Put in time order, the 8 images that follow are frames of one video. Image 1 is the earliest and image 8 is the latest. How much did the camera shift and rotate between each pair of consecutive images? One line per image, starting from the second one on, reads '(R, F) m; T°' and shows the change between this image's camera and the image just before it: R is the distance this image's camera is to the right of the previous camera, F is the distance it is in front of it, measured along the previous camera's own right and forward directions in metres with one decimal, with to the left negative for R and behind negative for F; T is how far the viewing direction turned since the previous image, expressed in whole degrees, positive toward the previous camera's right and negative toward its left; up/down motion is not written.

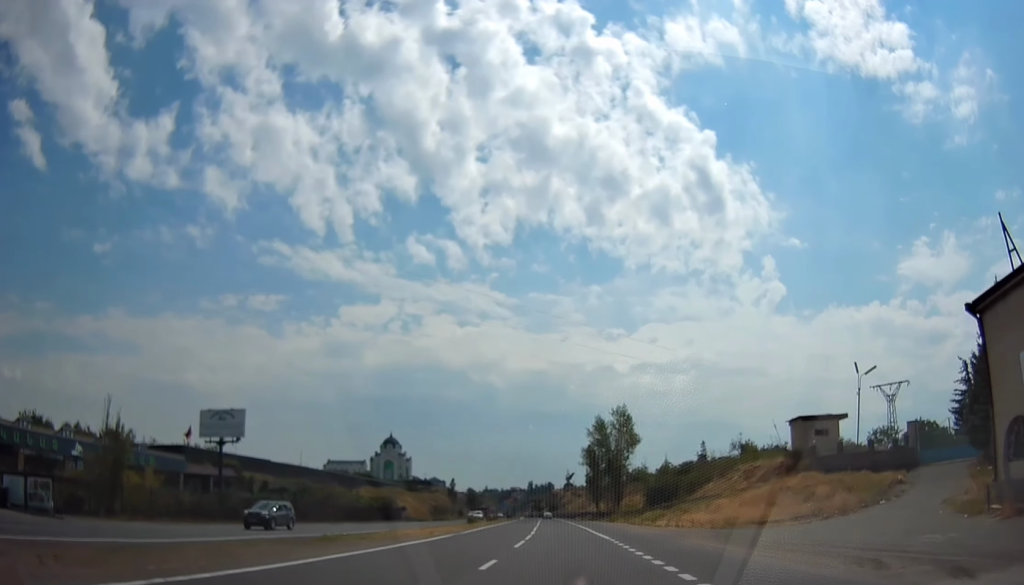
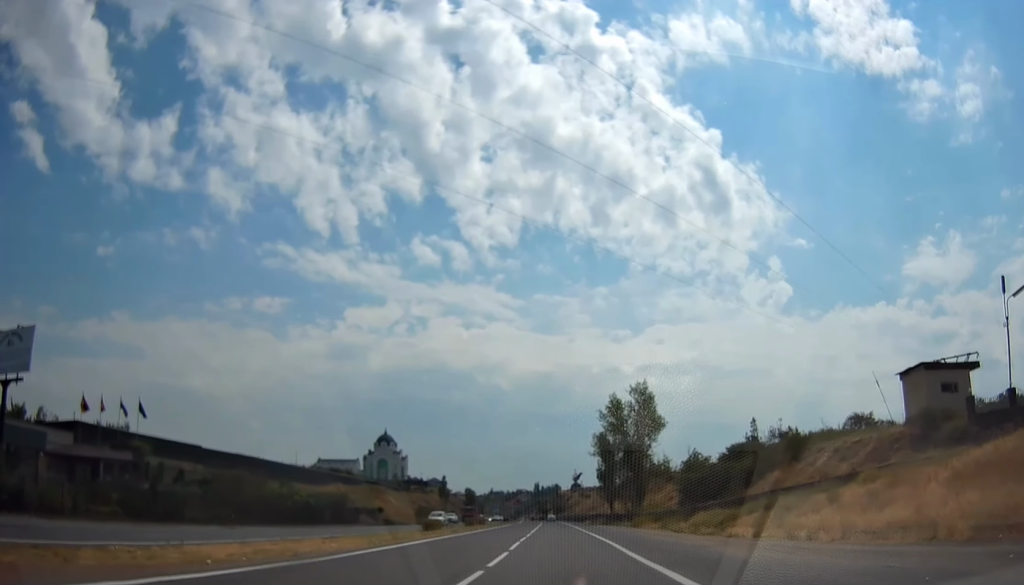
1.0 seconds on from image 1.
(-0.3, +23.6) m; 0°
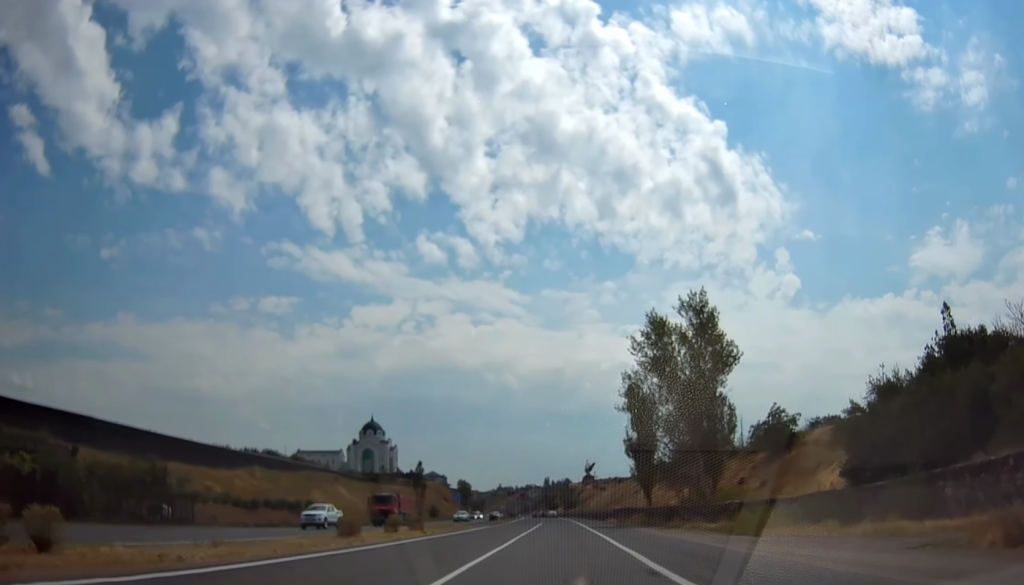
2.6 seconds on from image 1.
(+0.5, +38.7) m; 0°
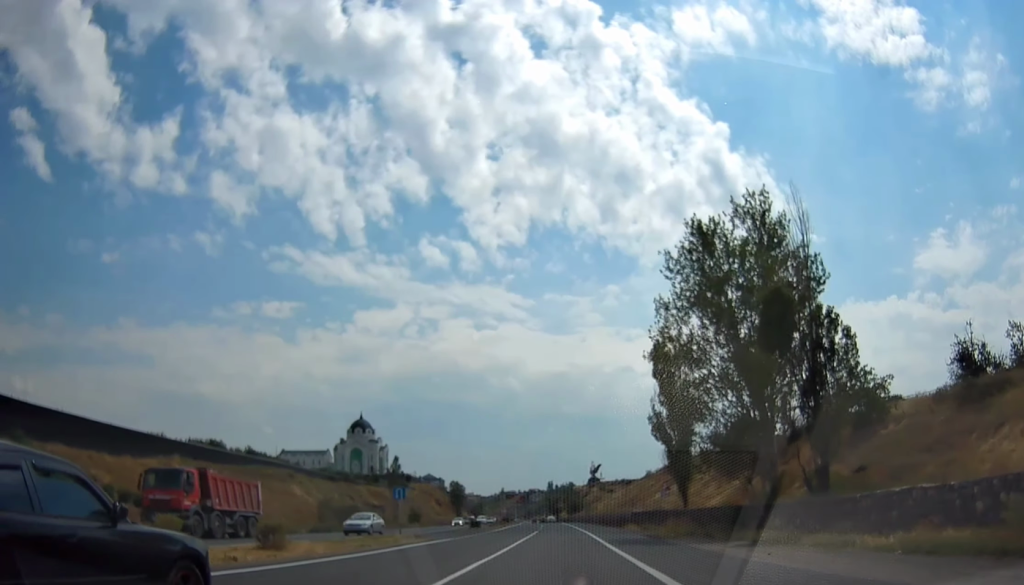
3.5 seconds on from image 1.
(-0.5, +20.9) m; -1°
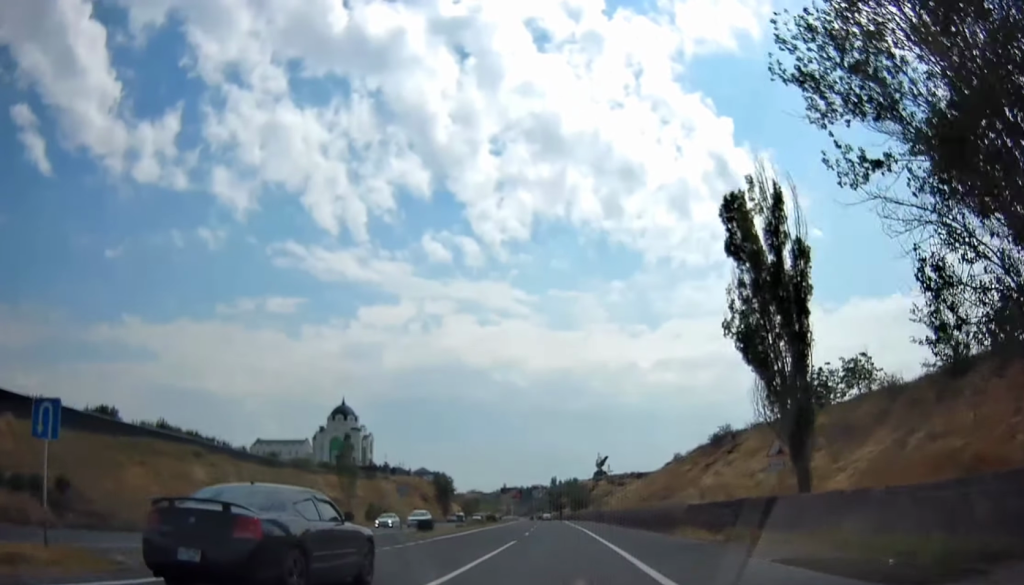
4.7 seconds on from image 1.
(+0.1, +26.7) m; 0°
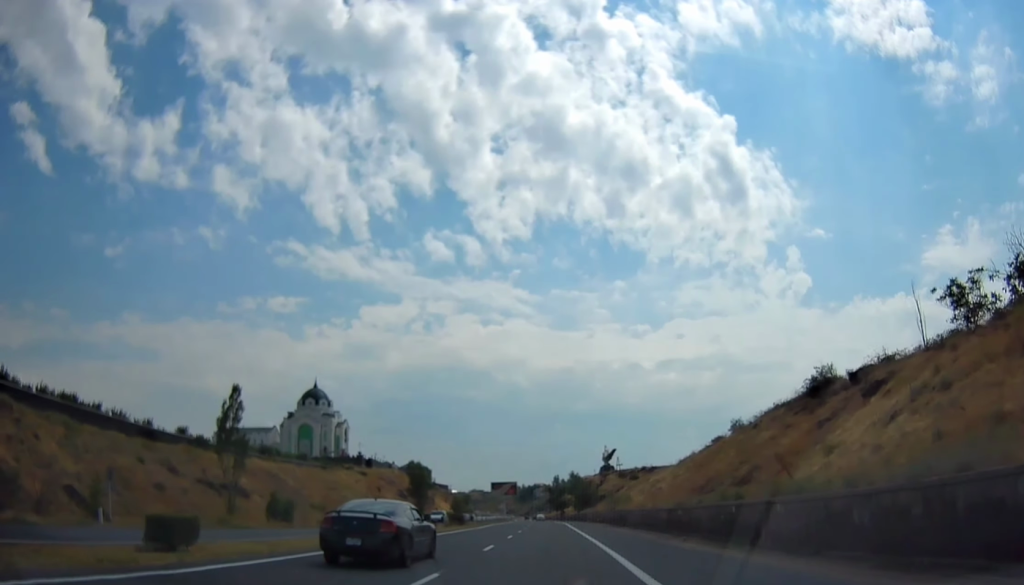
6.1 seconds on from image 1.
(0.0, +30.6) m; -1°
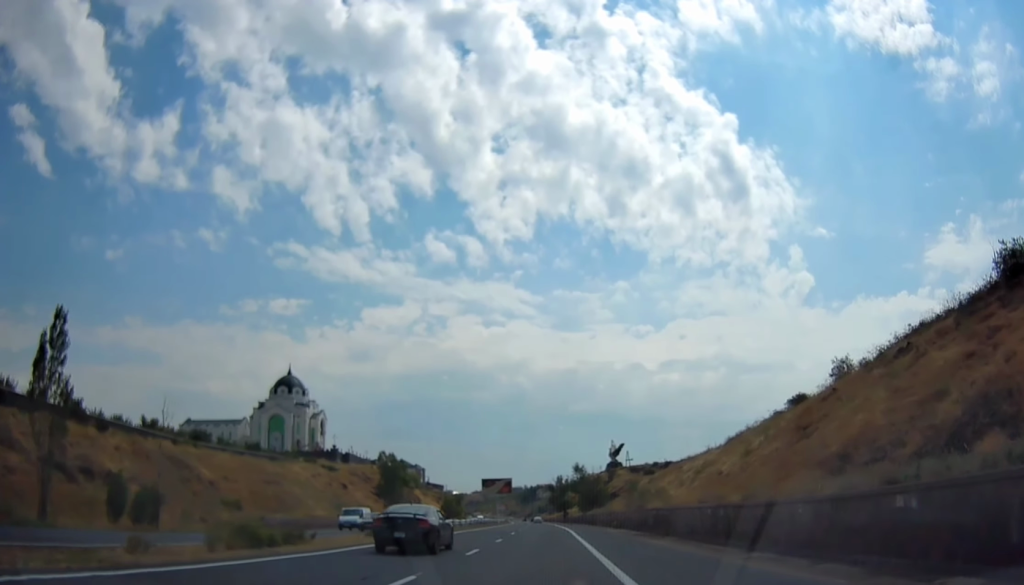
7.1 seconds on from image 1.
(-0.2, +23.1) m; -1°
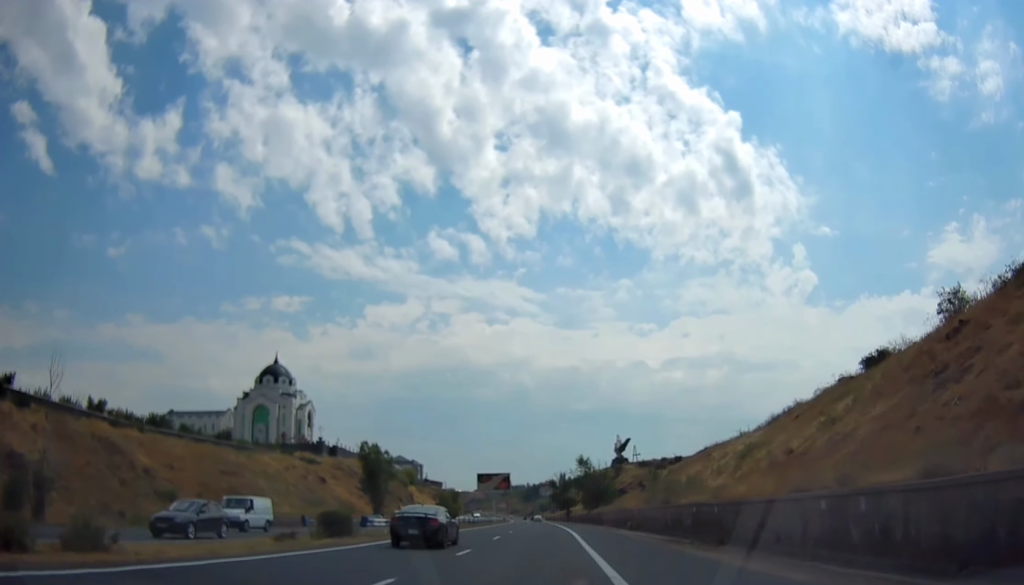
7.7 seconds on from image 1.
(0.0, +11.7) m; 0°
